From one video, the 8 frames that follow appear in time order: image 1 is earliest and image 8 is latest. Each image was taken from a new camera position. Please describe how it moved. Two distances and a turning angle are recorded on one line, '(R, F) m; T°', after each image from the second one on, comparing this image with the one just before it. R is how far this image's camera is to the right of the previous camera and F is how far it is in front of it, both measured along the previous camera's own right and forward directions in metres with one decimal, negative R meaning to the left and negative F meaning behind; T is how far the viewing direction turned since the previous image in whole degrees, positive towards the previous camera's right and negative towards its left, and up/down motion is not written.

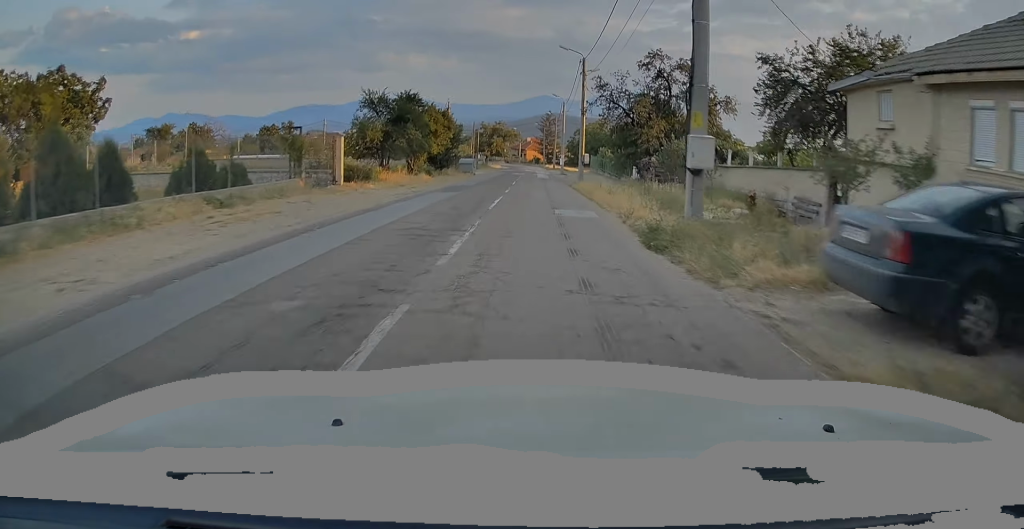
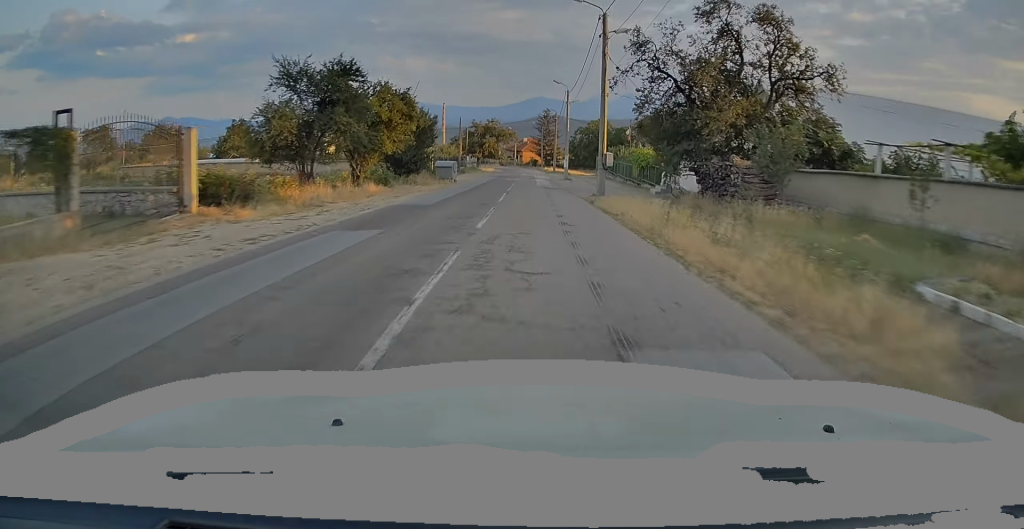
(-0.1, +13.0) m; 0°
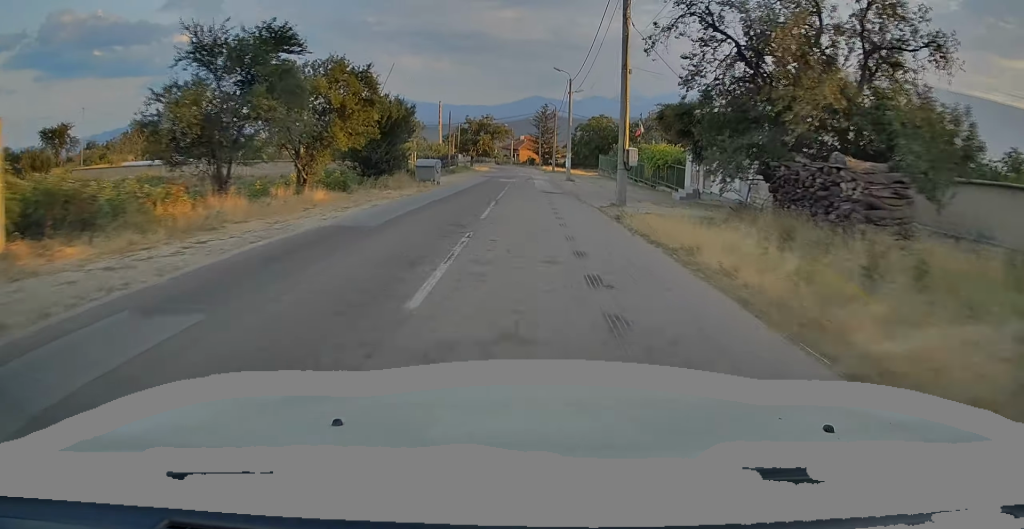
(0.0, +7.0) m; 0°
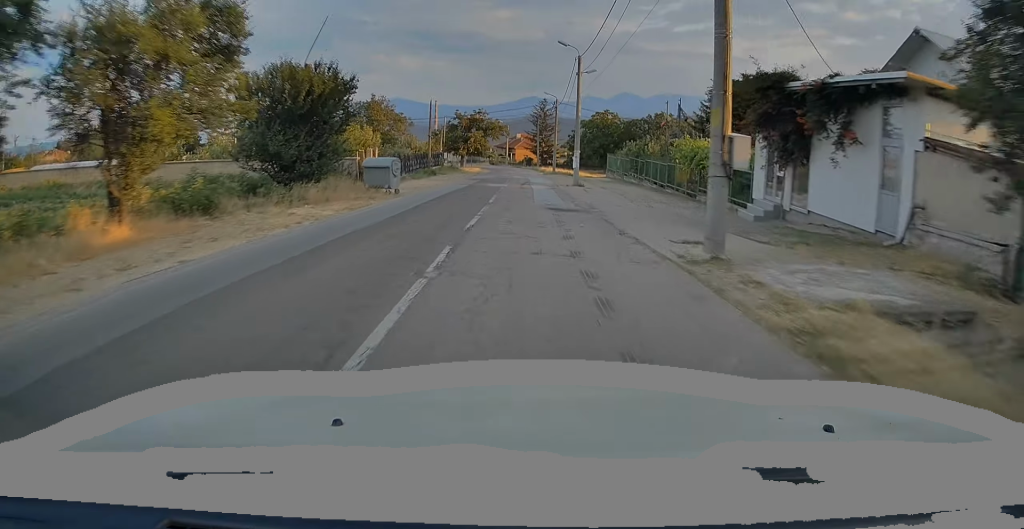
(+0.1, +11.2) m; 0°
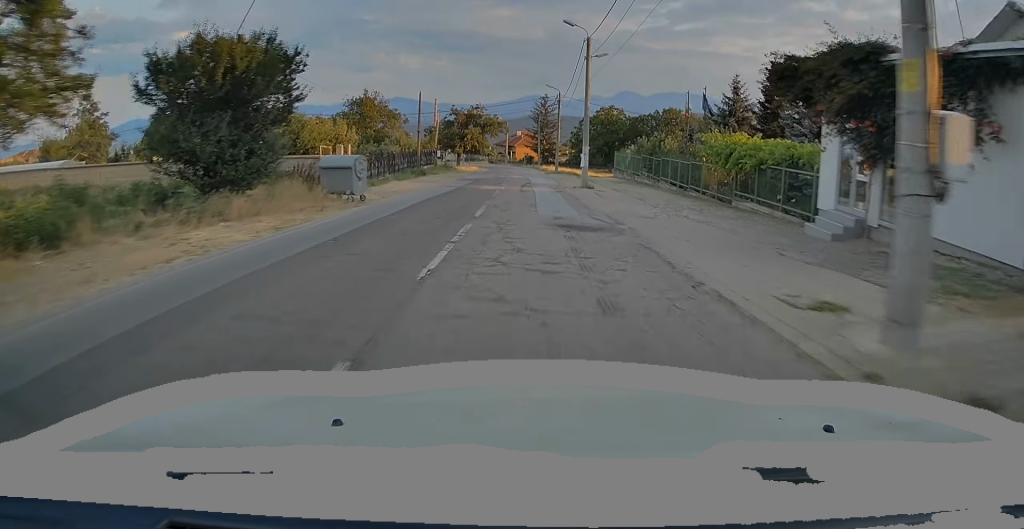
(-0.1, +5.6) m; 0°
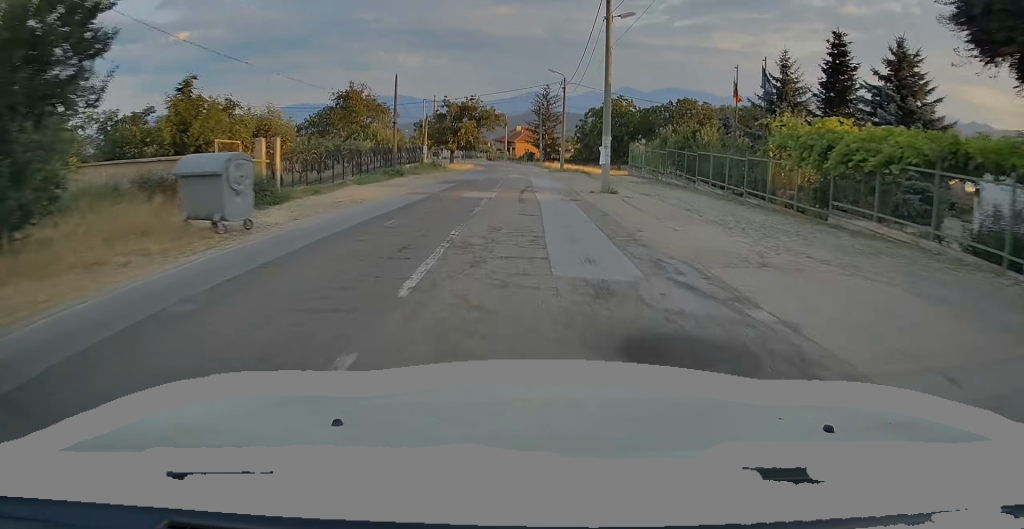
(-0.1, +8.8) m; 0°
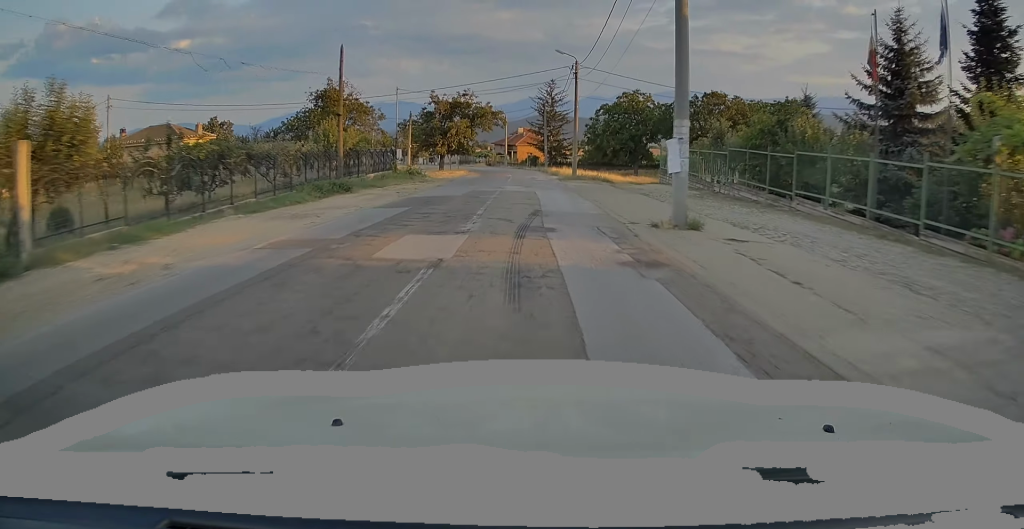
(+0.1, +11.9) m; 0°
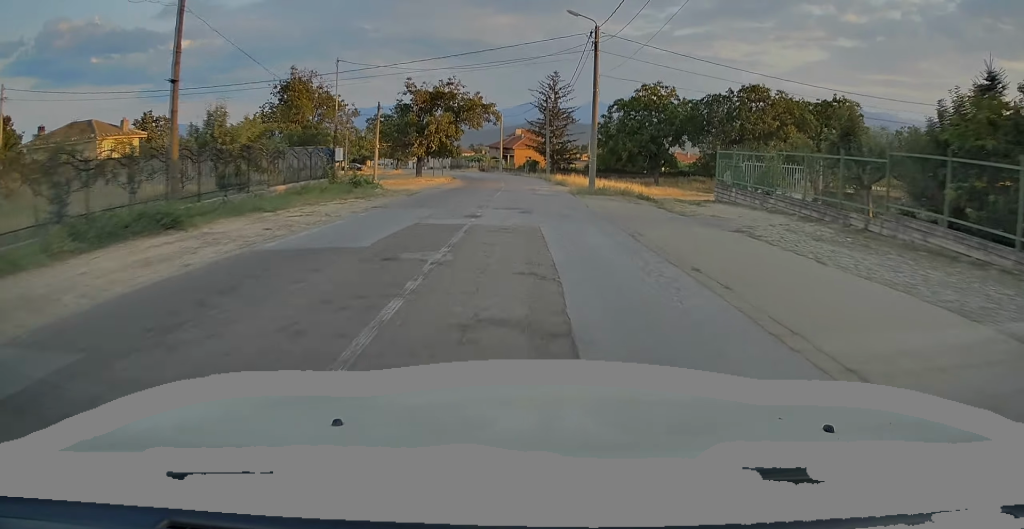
(0.0, +13.2) m; -1°
